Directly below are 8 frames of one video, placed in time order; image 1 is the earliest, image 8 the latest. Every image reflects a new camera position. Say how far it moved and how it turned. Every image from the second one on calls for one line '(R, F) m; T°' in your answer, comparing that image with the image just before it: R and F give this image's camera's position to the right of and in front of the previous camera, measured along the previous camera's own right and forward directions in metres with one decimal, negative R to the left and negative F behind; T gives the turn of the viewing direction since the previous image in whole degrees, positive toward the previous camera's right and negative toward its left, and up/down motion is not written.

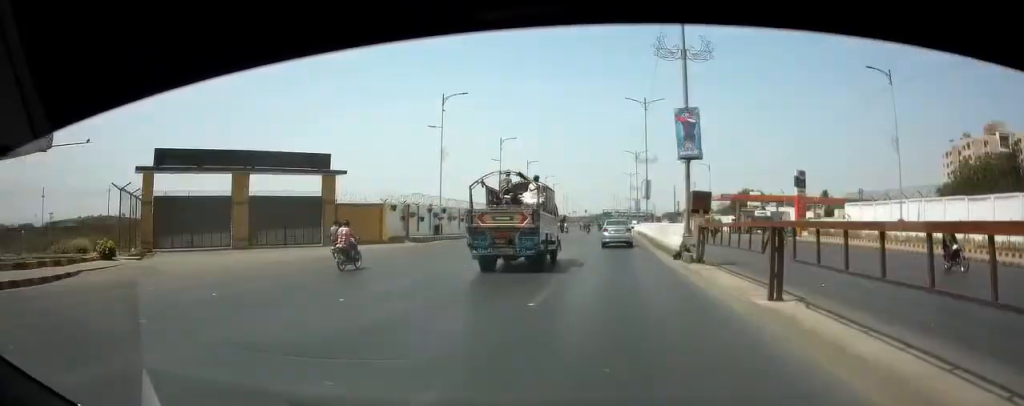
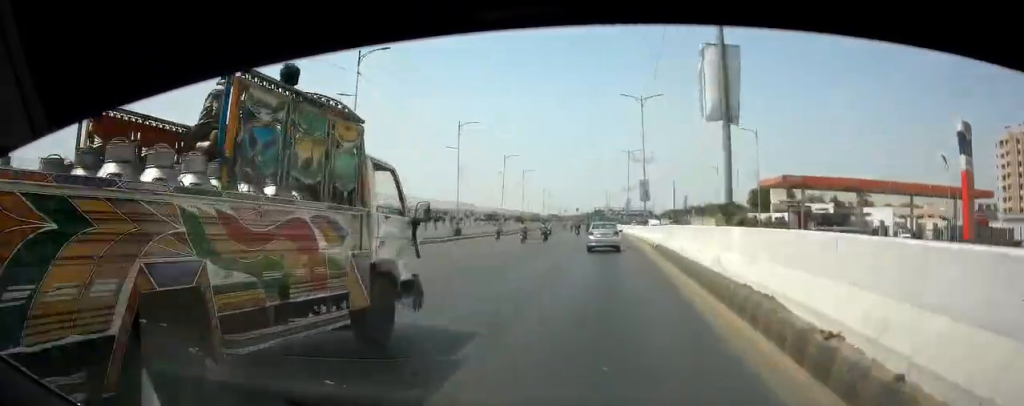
(+0.1, +42.2) m; 0°
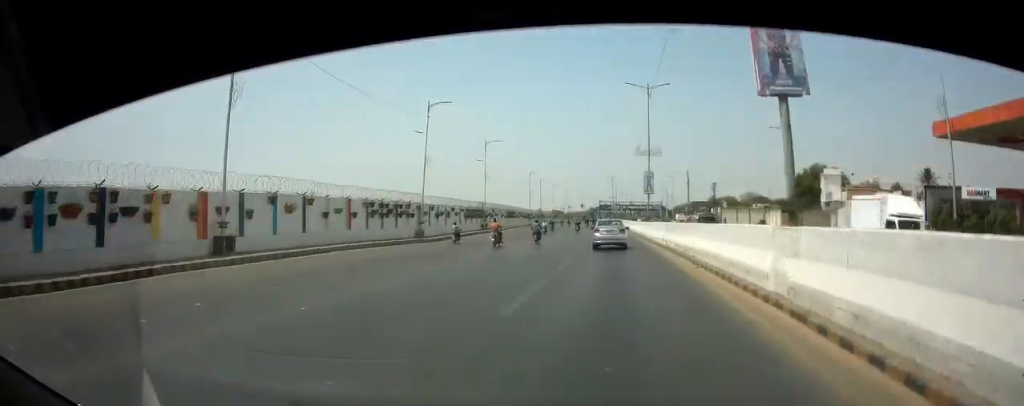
(-0.2, +40.4) m; 0°
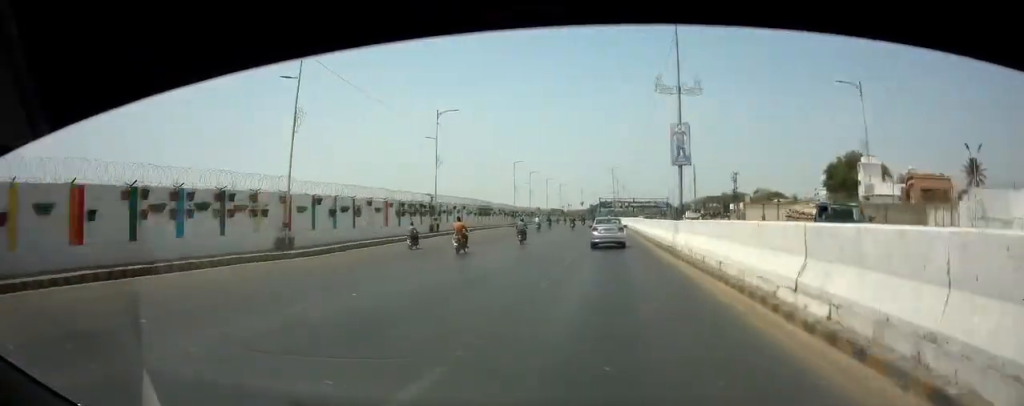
(-0.1, +22.4) m; 0°
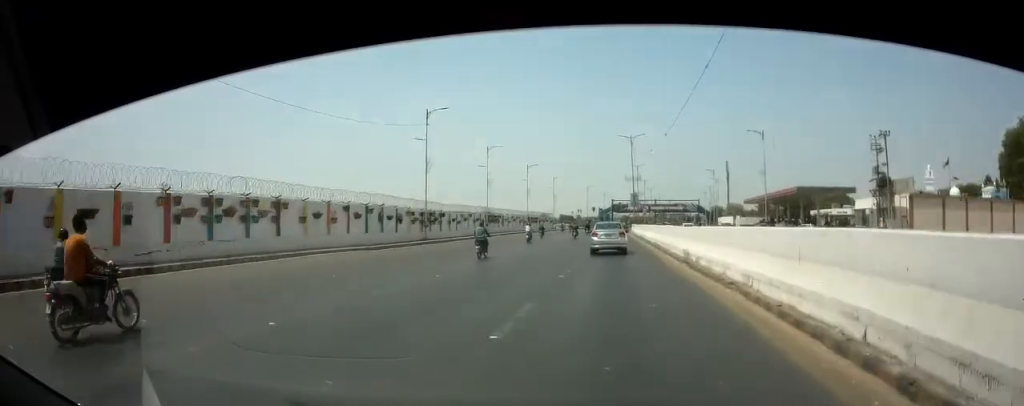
(-0.3, +59.5) m; -1°
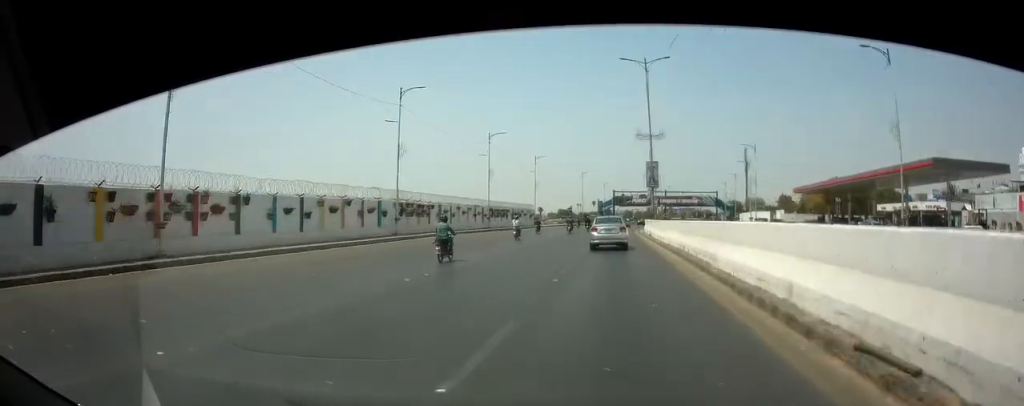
(-0.3, +34.1) m; -1°
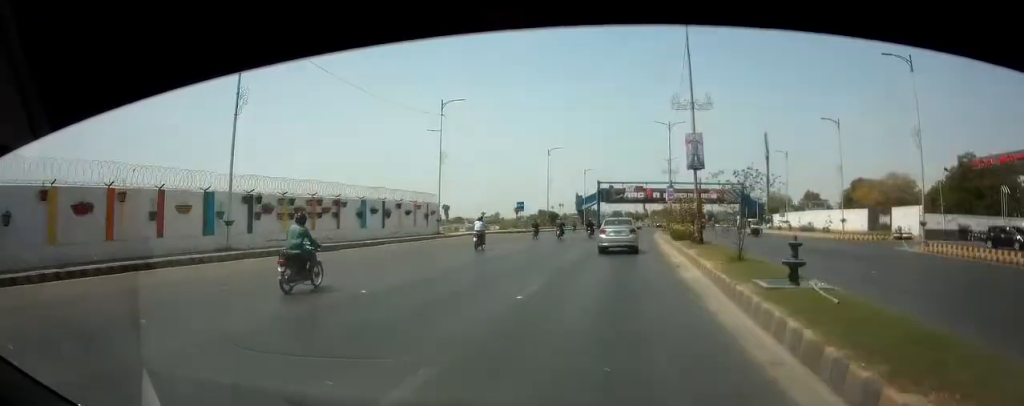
(+0.3, +50.2) m; +2°
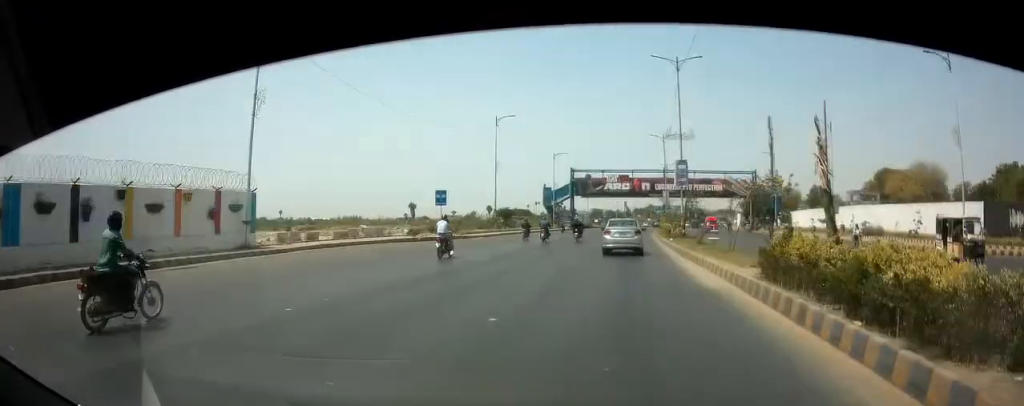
(+0.4, +26.3) m; +2°
